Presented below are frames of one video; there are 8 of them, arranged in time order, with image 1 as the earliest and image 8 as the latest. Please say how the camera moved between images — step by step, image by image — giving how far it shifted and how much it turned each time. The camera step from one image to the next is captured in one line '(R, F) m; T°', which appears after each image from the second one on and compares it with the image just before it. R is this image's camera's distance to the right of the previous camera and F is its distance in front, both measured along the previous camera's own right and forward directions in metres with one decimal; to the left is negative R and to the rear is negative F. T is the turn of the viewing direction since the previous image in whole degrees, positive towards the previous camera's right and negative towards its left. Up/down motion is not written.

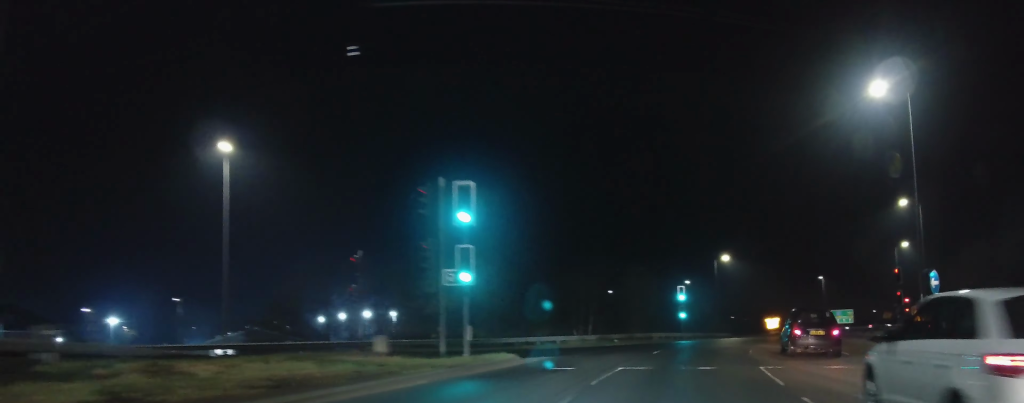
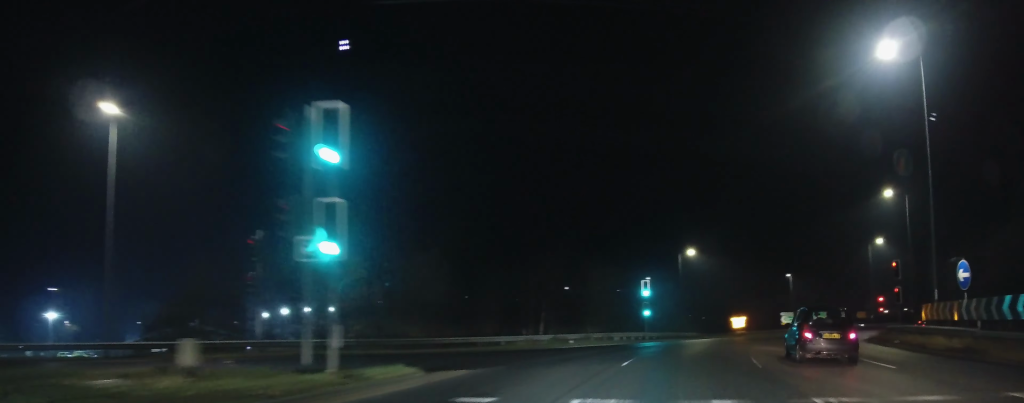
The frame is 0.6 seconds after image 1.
(+0.2, +6.8) m; +4°
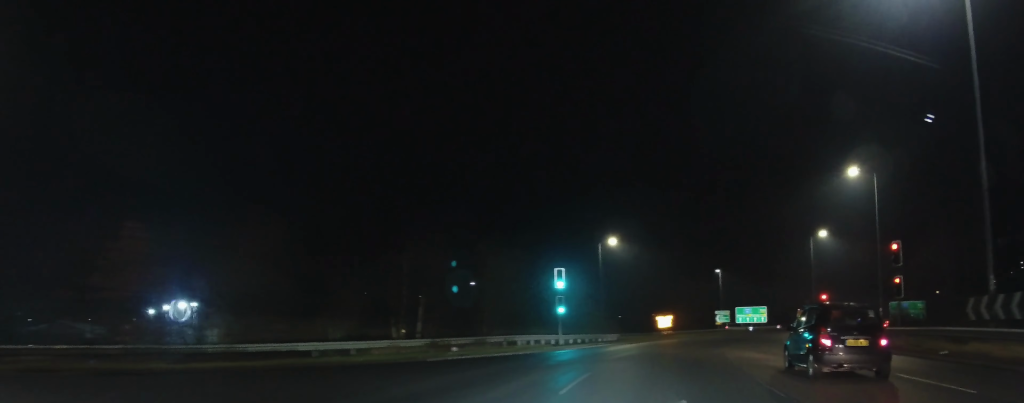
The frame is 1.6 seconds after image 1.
(+0.6, +12.0) m; +7°
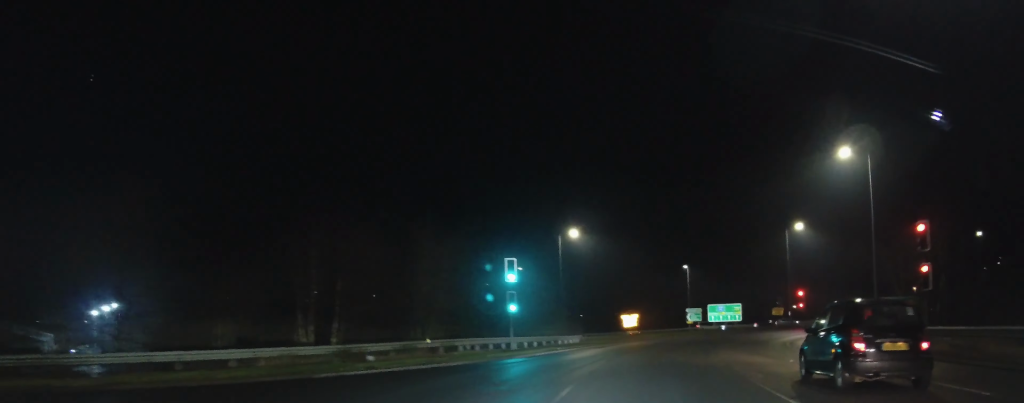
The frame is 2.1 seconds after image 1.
(+0.3, +6.8) m; +4°
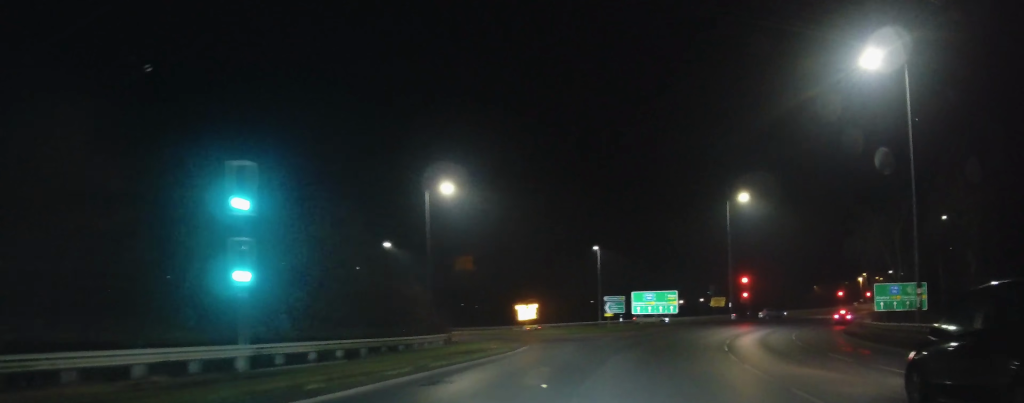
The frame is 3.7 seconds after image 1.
(+1.1, +20.7) m; +6°
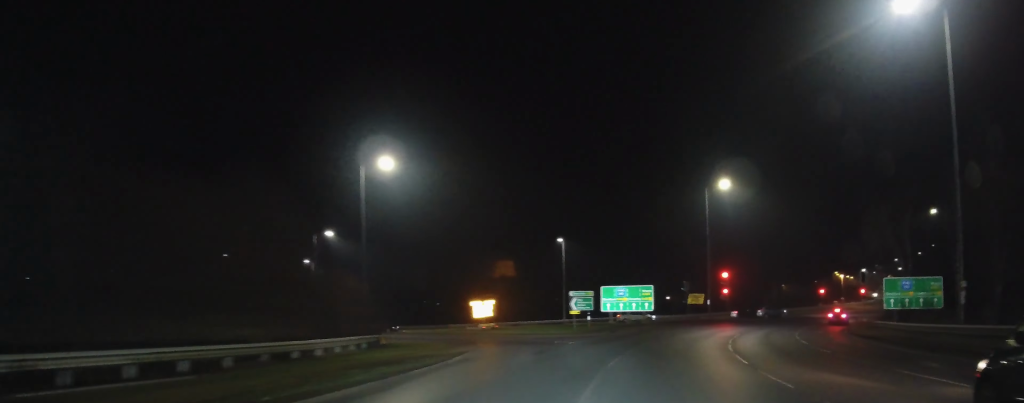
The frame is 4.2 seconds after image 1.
(-0.1, +7.4) m; +3°
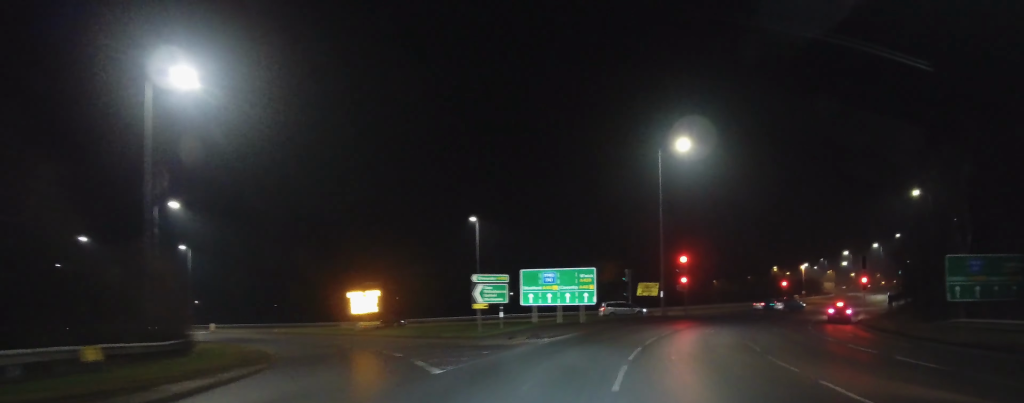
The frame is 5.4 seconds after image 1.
(+1.3, +16.1) m; +8°
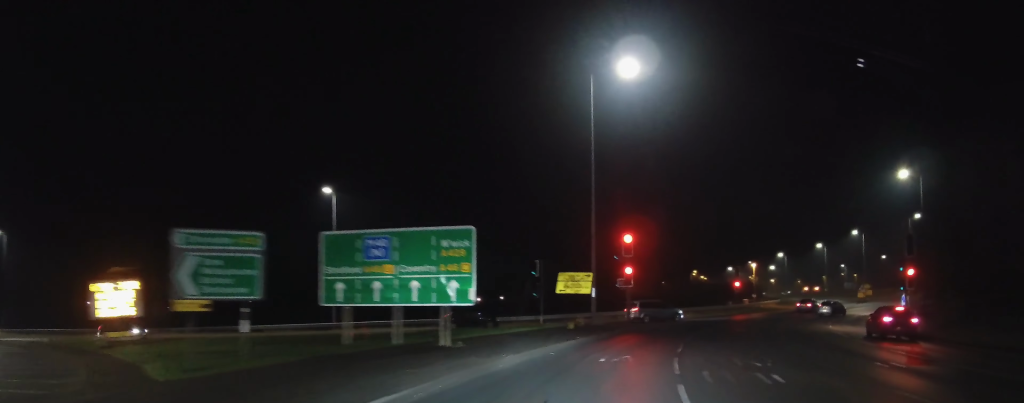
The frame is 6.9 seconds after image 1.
(+1.6, +19.1) m; +7°
